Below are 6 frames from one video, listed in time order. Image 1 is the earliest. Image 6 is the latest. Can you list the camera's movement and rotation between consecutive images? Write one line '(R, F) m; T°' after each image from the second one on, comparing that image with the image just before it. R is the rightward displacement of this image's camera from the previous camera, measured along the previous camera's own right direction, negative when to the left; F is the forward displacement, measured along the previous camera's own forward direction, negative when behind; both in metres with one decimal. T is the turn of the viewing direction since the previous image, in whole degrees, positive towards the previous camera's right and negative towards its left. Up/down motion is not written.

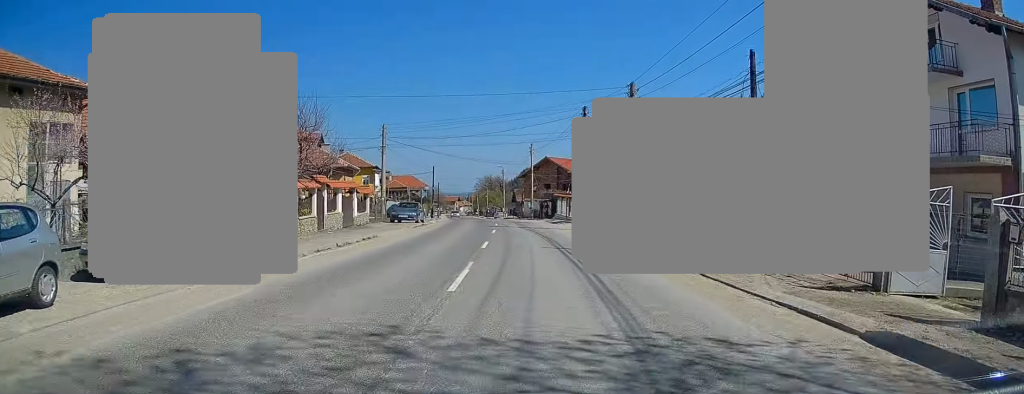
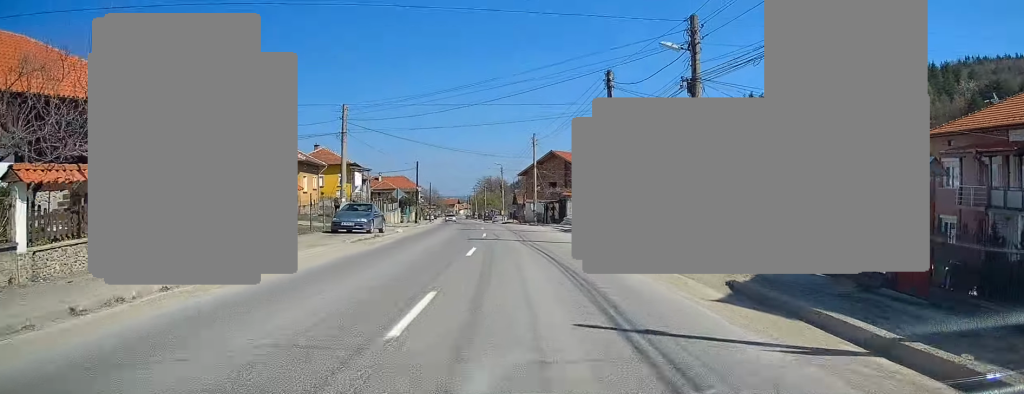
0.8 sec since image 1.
(0.0, +11.2) m; 0°
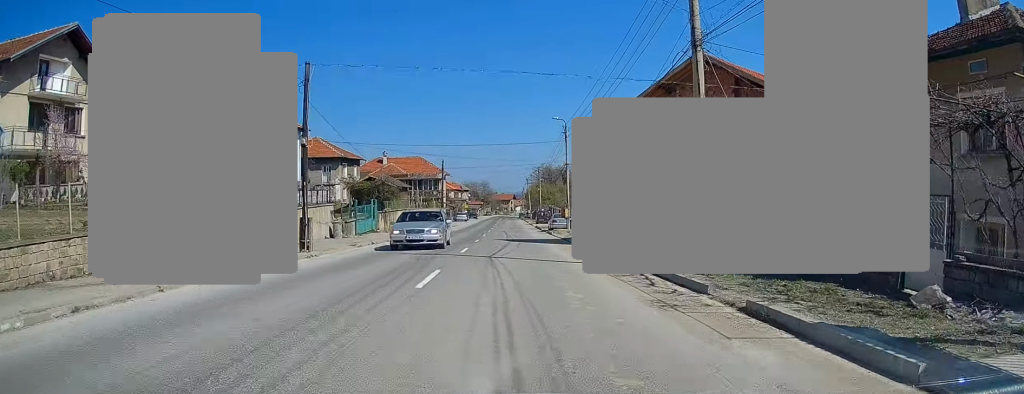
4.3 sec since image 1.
(-2.0, +39.5) m; -7°
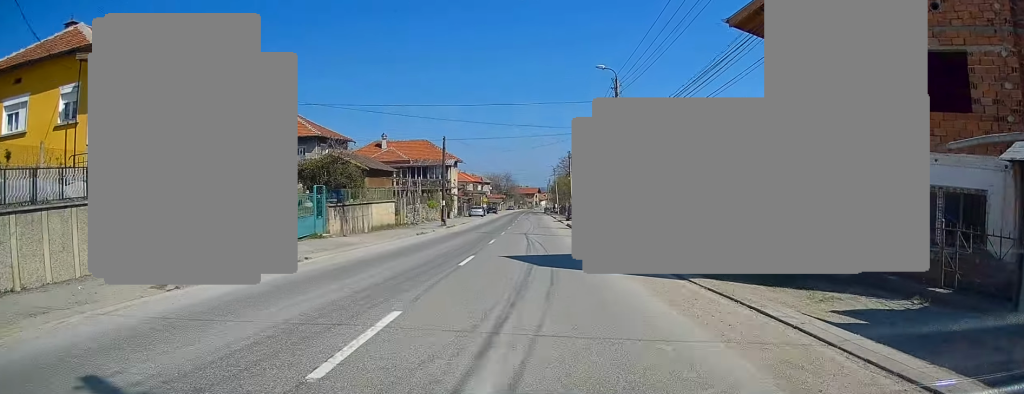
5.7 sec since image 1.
(-0.3, +14.2) m; -1°
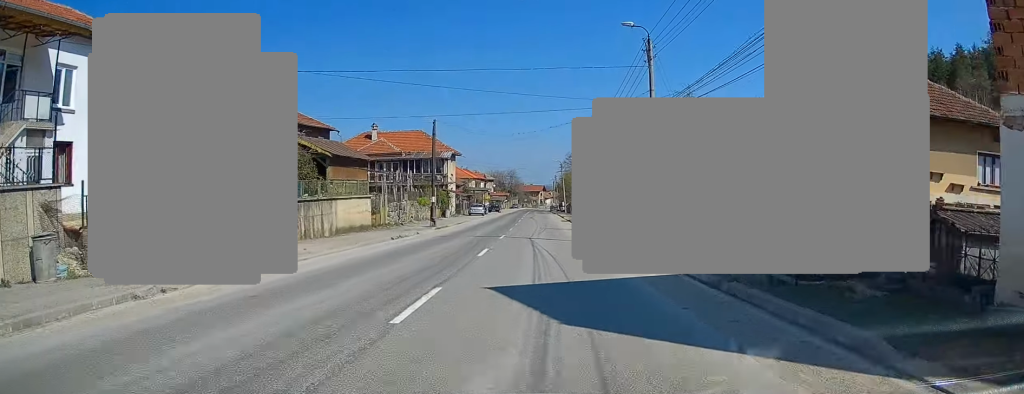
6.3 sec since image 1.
(+0.1, +6.9) m; +1°
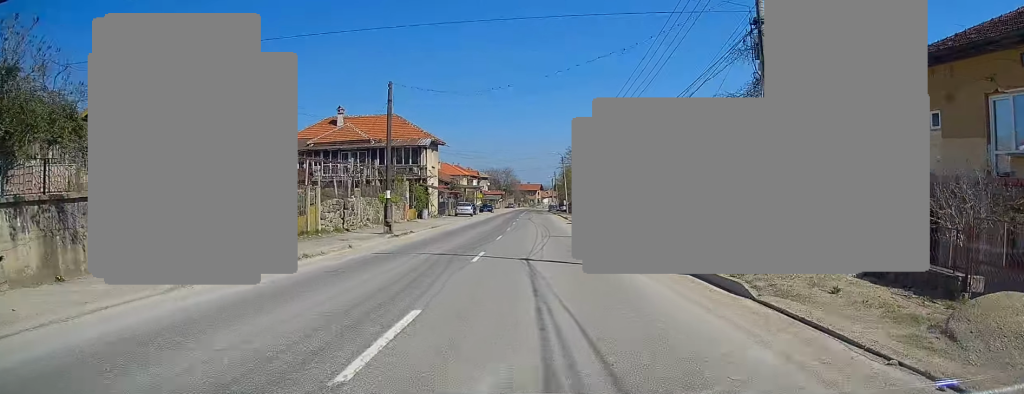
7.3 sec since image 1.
(+0.1, +11.4) m; 0°
